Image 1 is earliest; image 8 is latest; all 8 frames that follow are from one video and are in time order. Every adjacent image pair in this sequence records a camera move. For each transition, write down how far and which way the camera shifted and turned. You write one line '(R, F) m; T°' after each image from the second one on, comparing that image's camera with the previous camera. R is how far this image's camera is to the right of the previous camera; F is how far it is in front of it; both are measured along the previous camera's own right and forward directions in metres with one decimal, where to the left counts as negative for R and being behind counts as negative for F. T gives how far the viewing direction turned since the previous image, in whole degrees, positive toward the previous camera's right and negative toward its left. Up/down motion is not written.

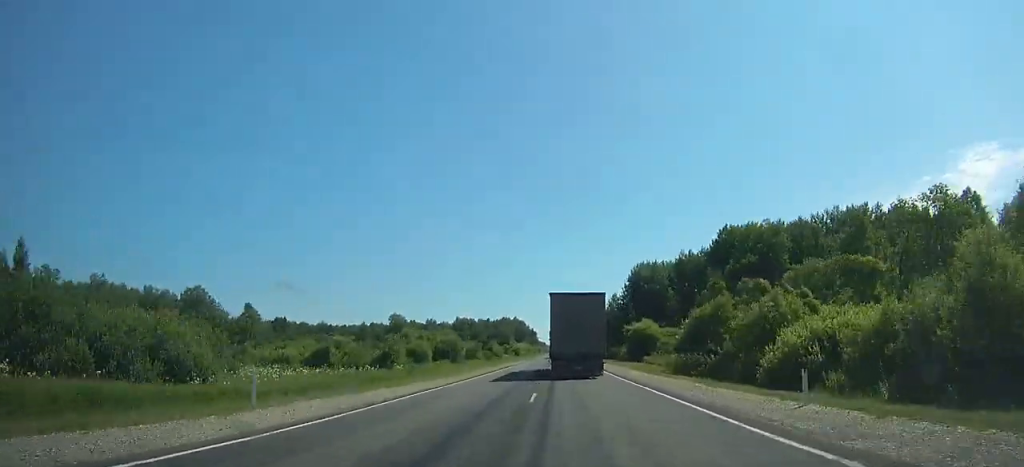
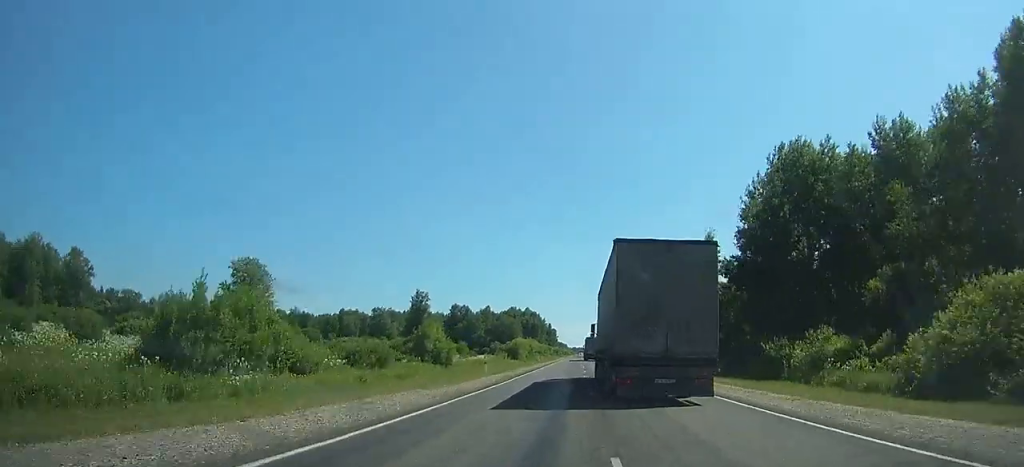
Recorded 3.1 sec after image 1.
(-0.5, +83.8) m; 0°
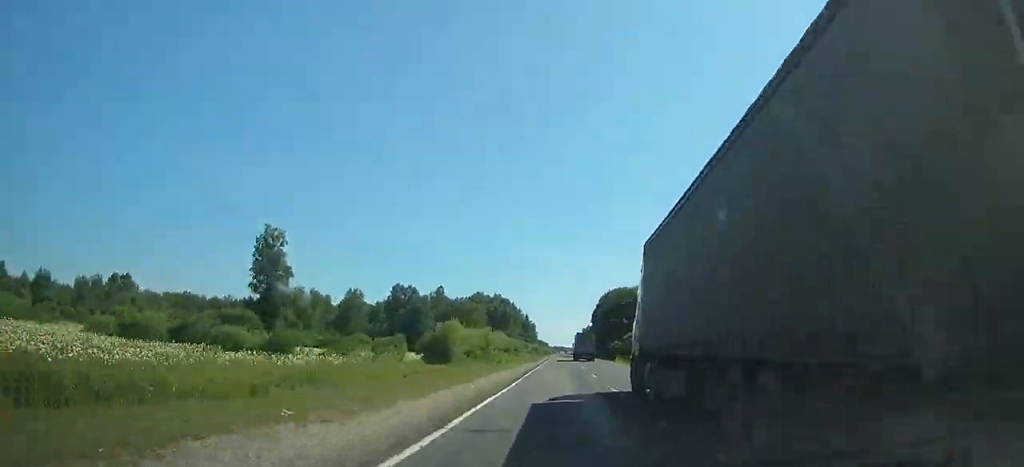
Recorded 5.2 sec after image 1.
(+0.1, +59.7) m; 0°
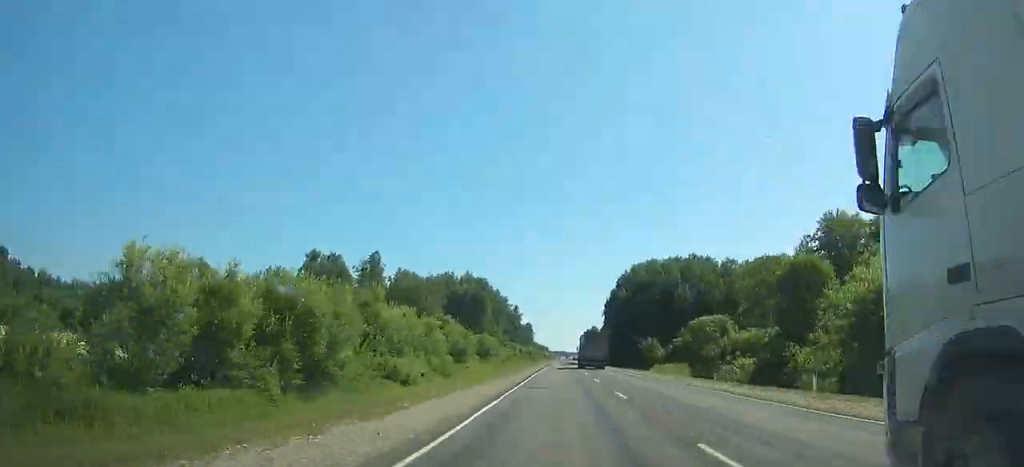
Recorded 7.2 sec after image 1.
(+0.2, +58.3) m; 0°
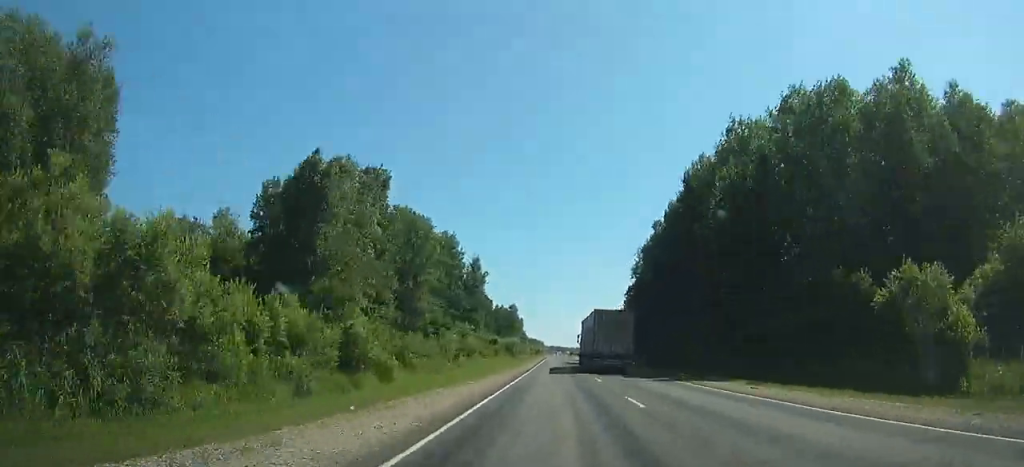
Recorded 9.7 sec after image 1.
(+0.1, +75.1) m; 0°
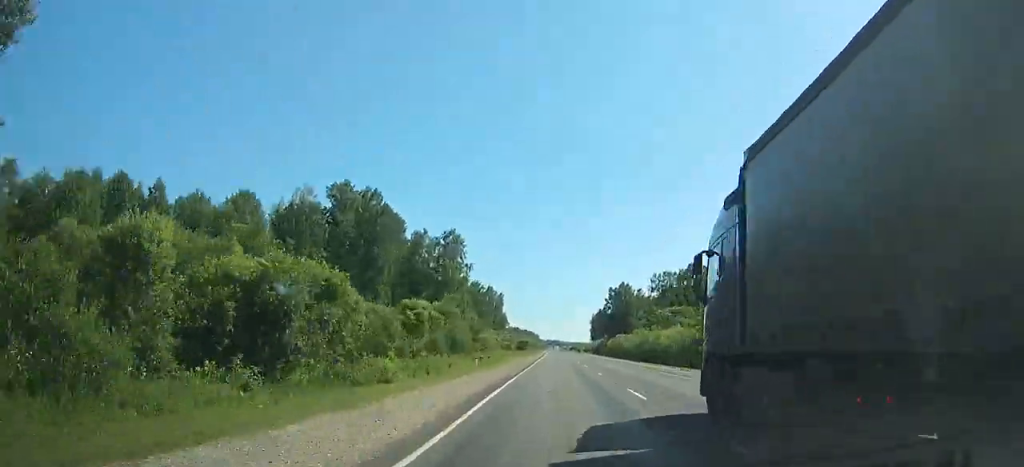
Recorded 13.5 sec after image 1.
(-0.1, +115.3) m; 0°
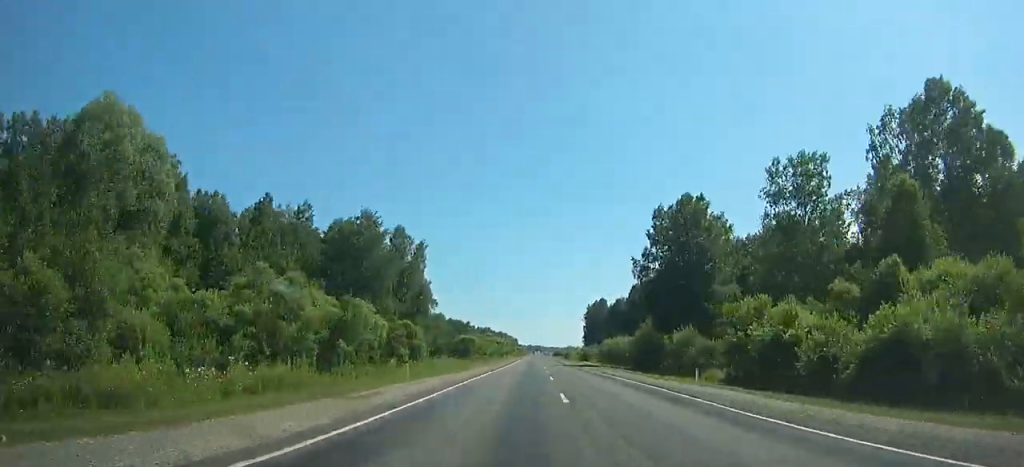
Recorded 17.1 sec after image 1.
(+1.5, +106.9) m; +1°
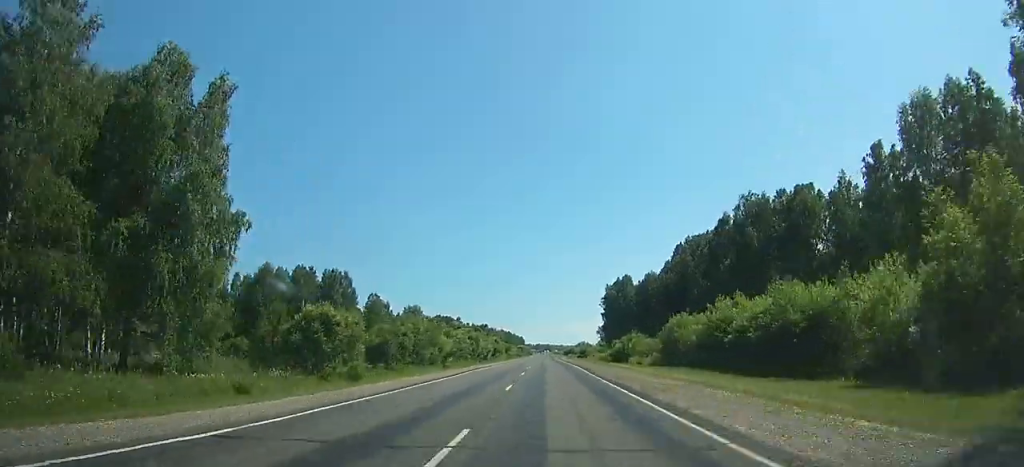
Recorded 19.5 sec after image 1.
(+0.8, +69.4) m; 0°
